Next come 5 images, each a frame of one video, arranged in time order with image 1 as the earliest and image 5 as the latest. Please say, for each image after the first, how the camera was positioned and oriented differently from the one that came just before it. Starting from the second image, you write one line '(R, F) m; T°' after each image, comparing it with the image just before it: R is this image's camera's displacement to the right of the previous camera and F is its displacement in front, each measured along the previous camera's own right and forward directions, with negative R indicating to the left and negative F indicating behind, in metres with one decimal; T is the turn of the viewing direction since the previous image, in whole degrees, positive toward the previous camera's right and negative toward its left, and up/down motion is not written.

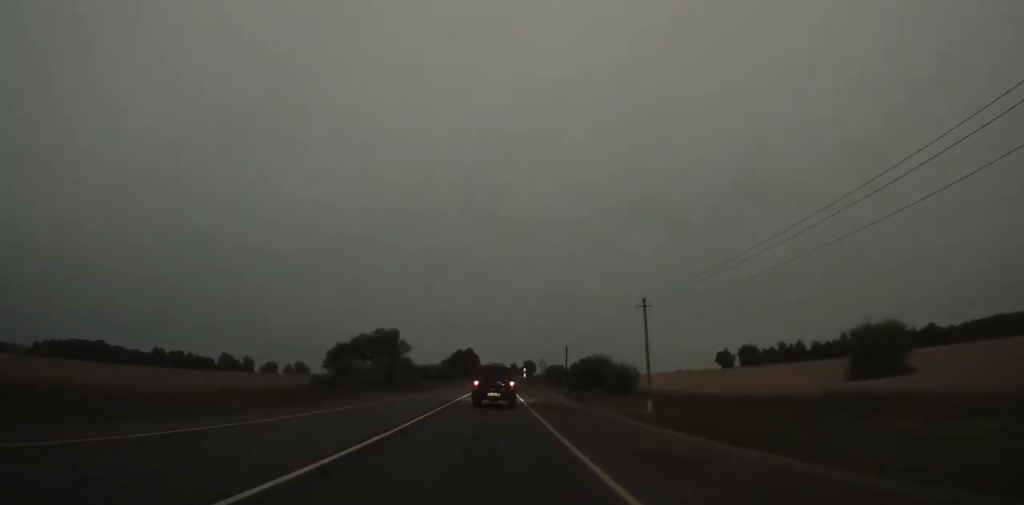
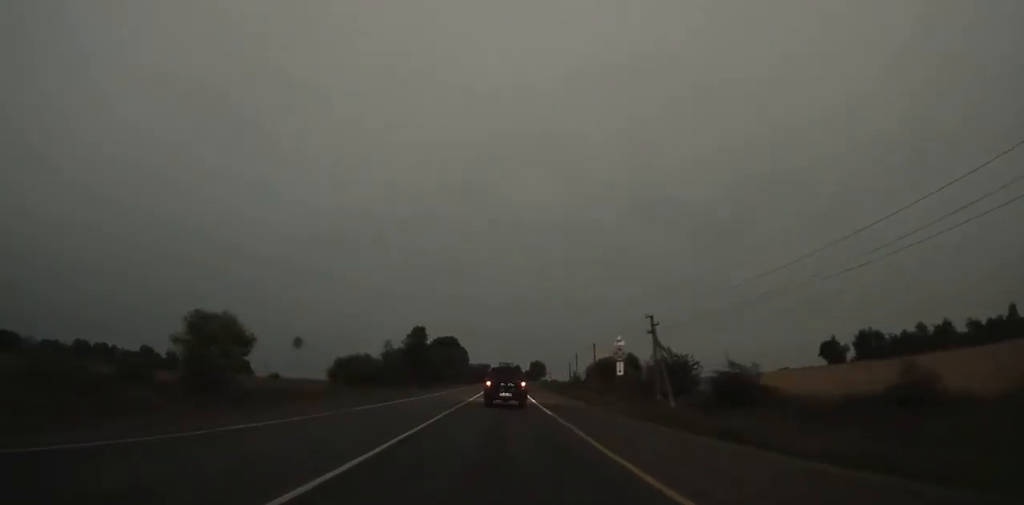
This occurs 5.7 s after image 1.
(+0.1, +118.1) m; 0°
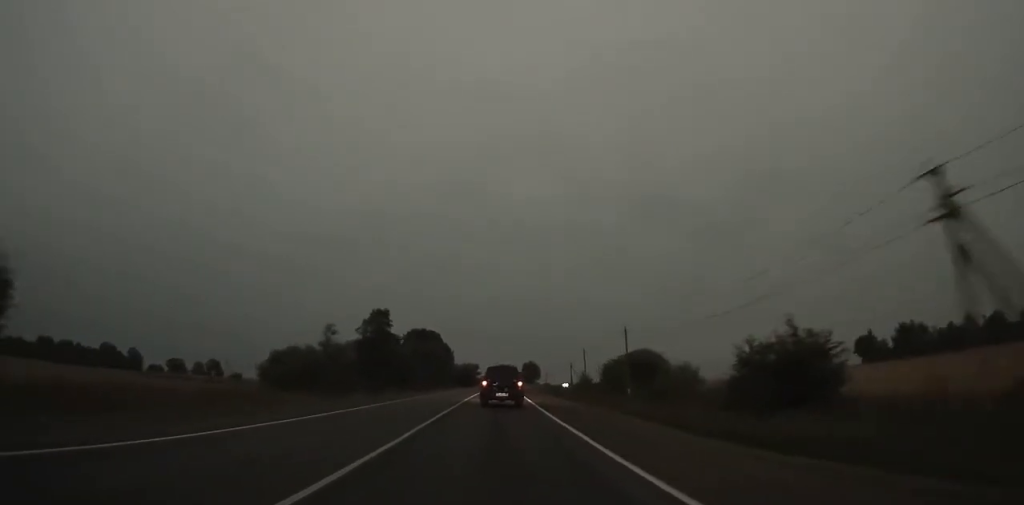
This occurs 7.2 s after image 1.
(-0.1, +31.5) m; 0°
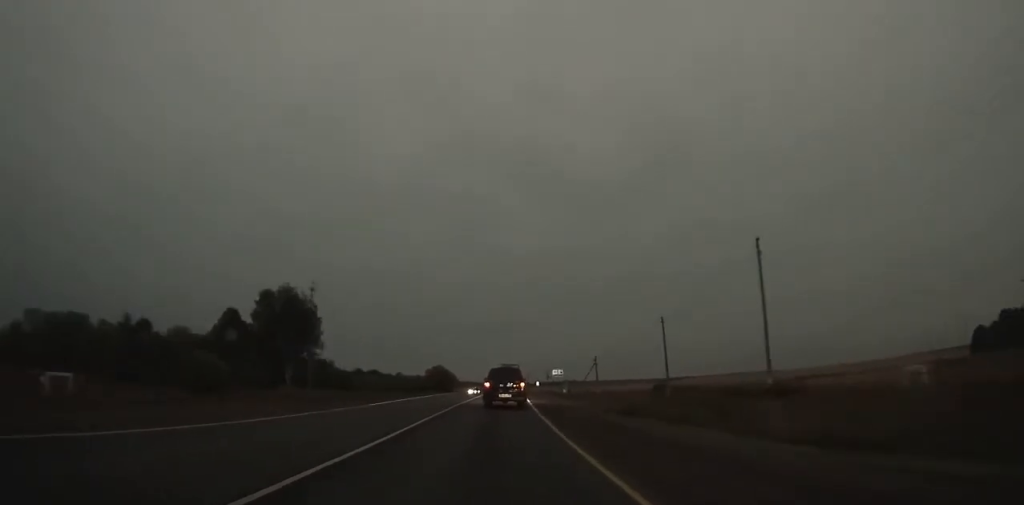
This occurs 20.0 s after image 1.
(+28.7, +258.3) m; +15°
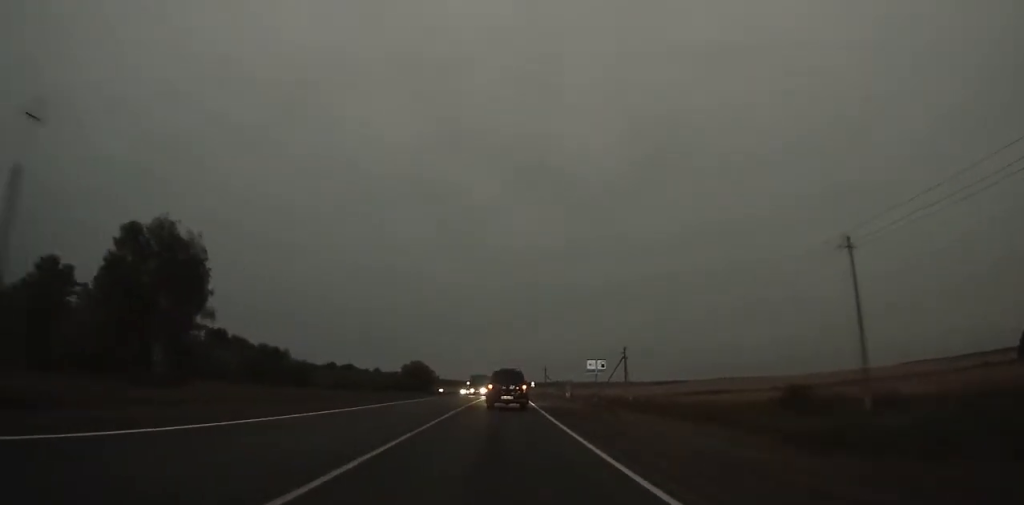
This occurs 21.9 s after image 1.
(+1.1, +37.3) m; +2°
